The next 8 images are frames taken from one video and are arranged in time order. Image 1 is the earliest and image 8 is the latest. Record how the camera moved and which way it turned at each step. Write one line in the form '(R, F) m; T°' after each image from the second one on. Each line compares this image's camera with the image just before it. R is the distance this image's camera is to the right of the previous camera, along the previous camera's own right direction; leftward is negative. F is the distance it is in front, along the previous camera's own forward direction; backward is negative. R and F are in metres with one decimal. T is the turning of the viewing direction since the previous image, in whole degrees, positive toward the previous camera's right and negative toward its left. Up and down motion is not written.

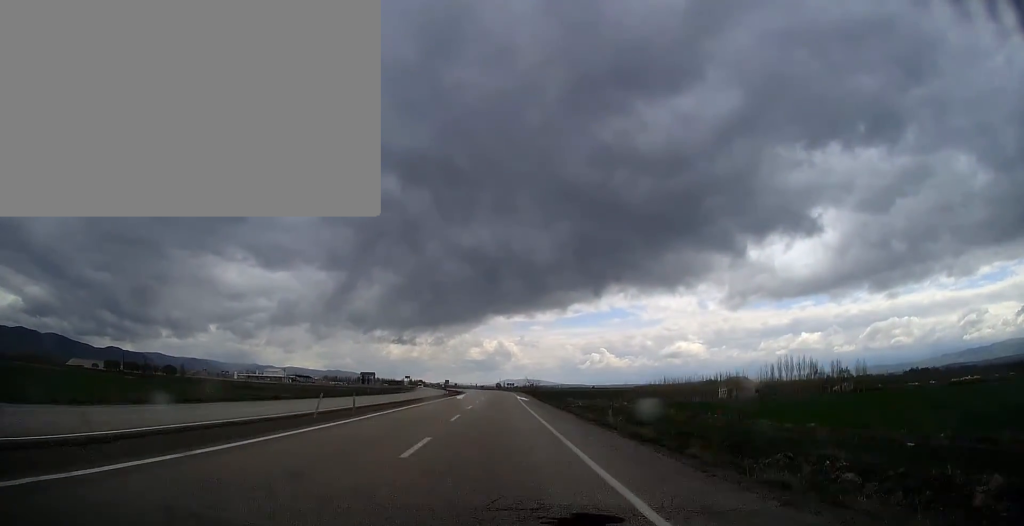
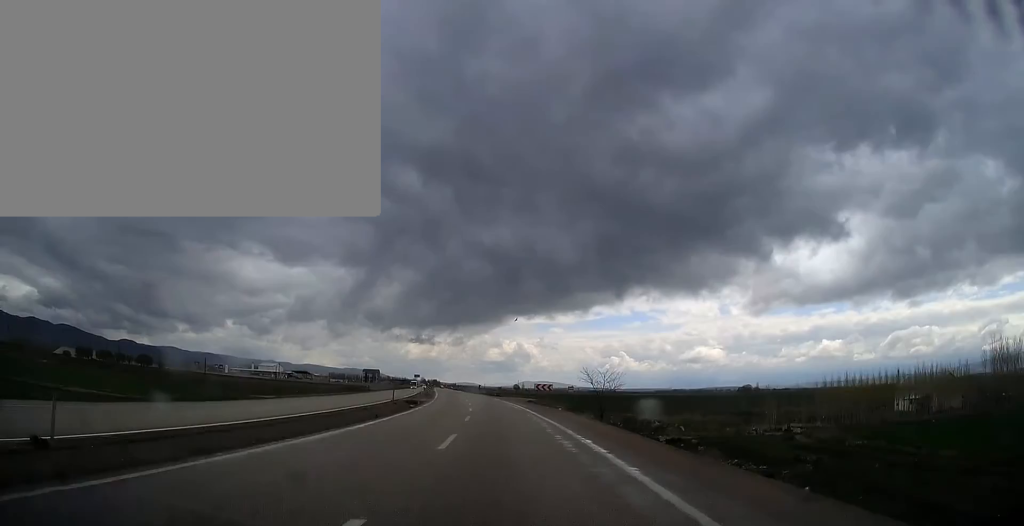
(+1.0, +81.6) m; -2°
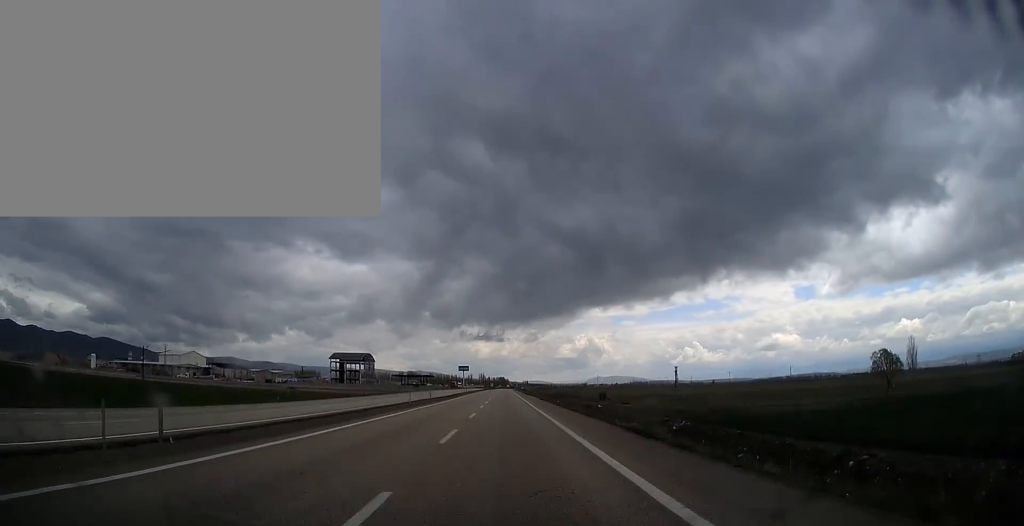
(-23.2, +401.4) m; -4°
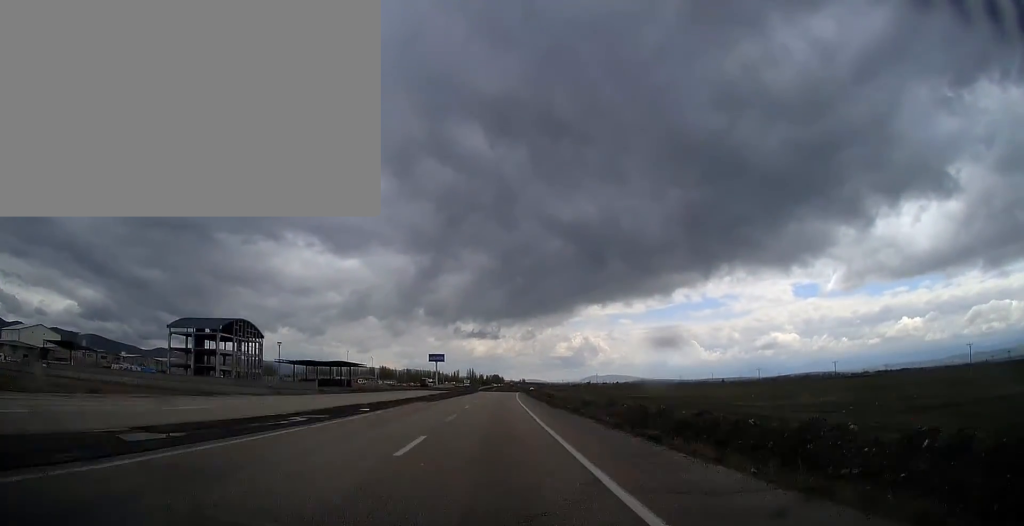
(+0.5, +157.5) m; +1°
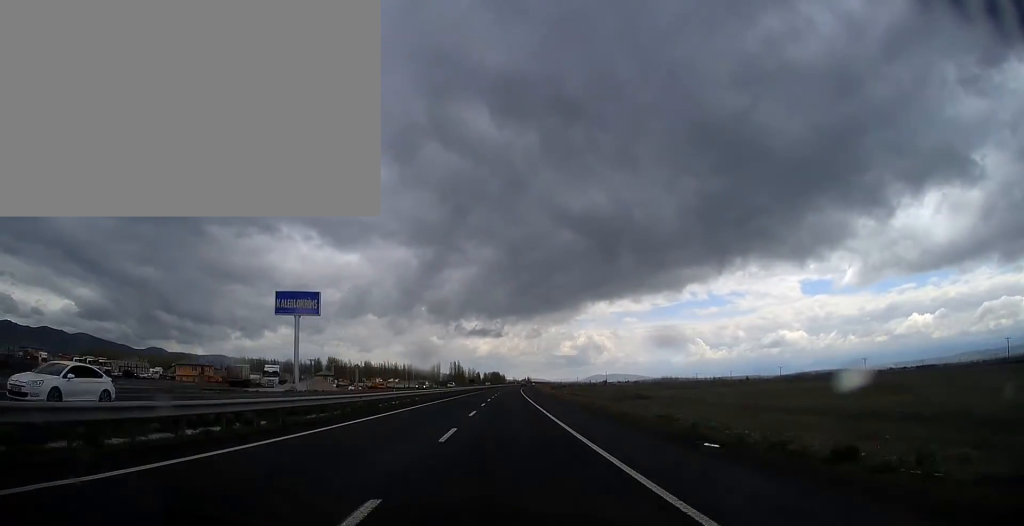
(+1.7, +204.2) m; +1°
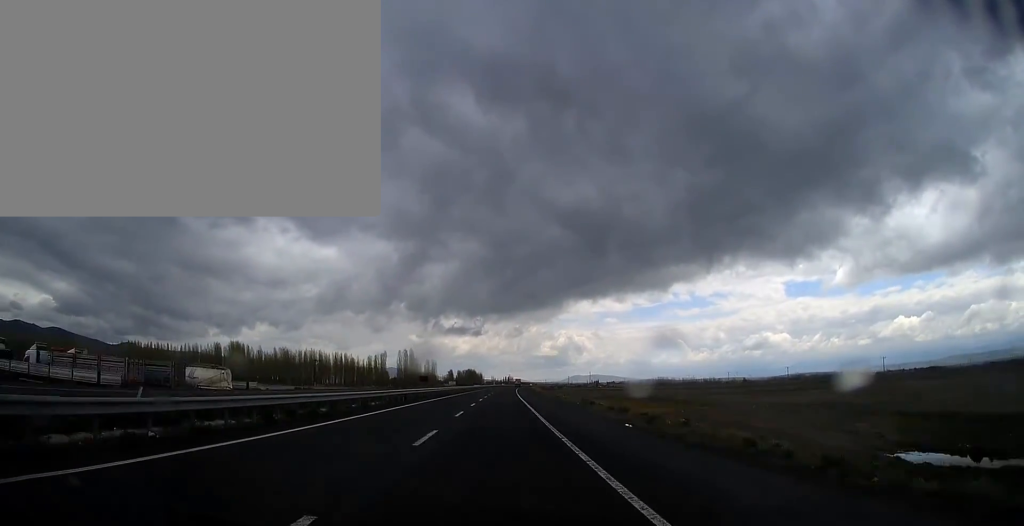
(+0.2, +146.1) m; +1°
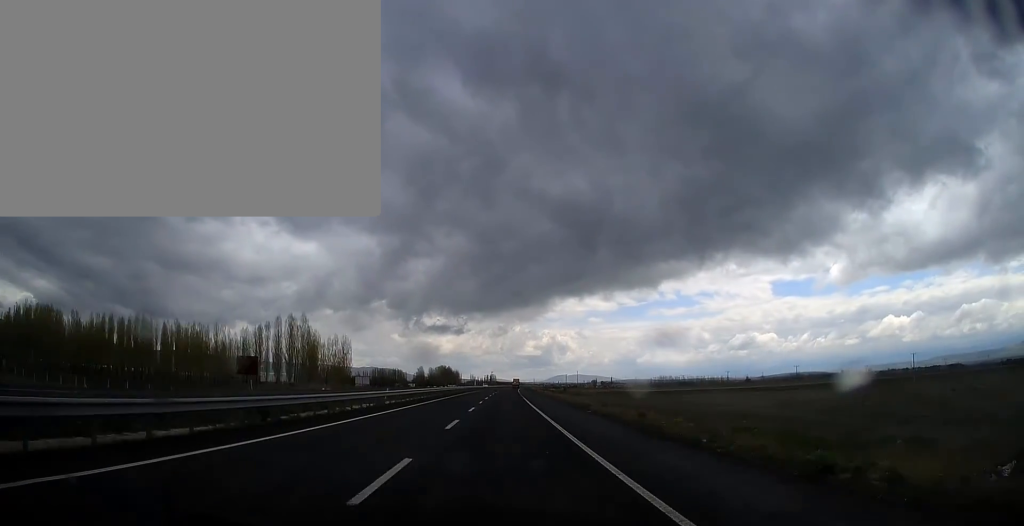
(+2.2, +151.6) m; +2°
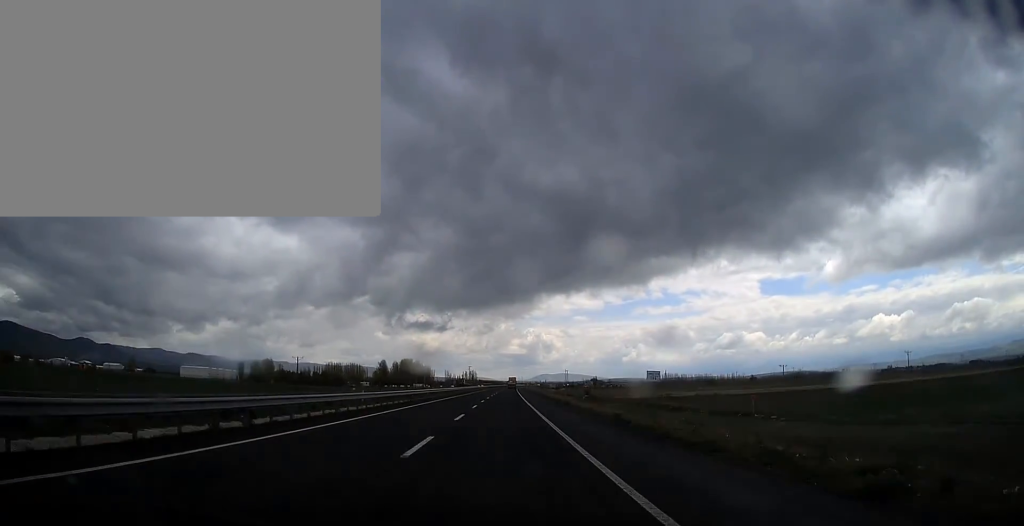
(+2.4, +140.1) m; +1°
